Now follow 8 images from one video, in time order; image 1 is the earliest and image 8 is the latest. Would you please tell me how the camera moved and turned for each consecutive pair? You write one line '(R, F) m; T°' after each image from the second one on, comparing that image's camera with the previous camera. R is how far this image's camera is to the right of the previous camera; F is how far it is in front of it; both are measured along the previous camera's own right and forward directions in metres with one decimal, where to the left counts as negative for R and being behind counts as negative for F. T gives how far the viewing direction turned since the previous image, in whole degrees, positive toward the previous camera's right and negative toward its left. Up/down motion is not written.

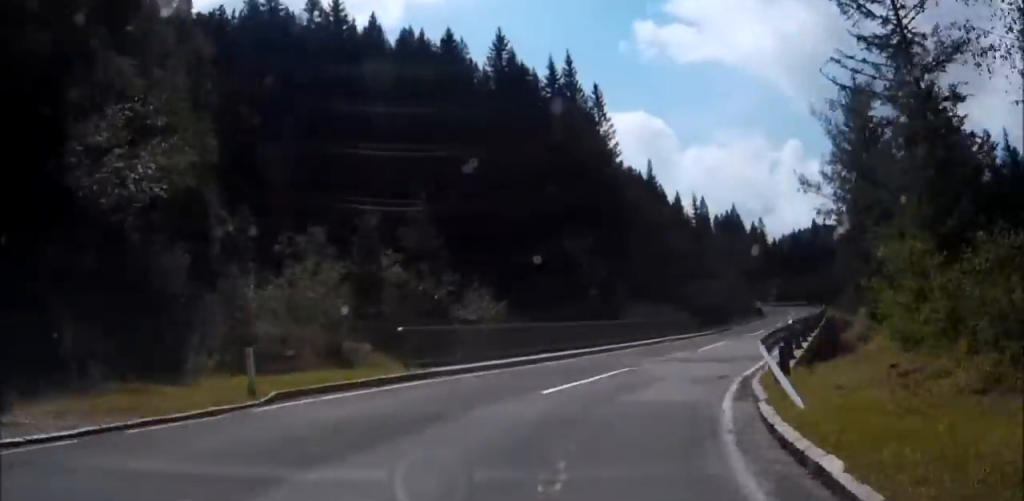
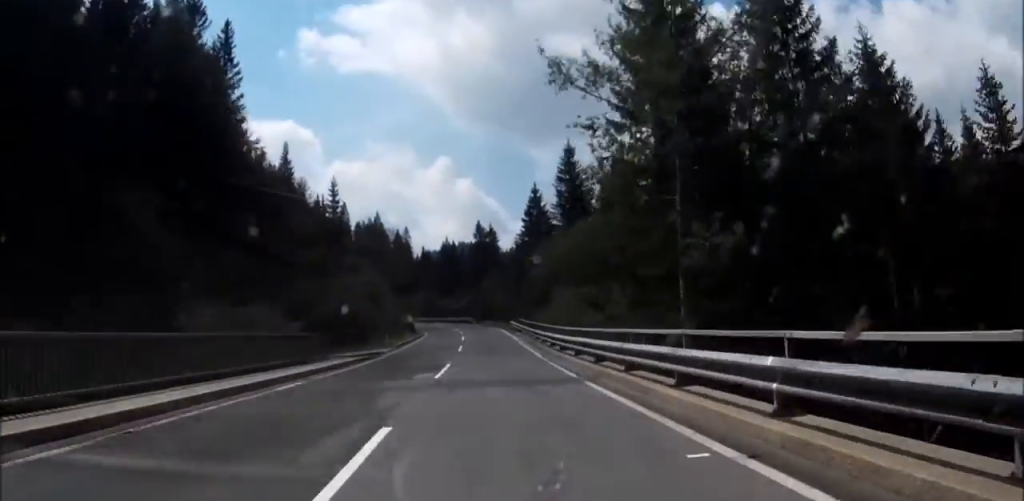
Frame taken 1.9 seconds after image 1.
(+6.5, +27.3) m; +16°
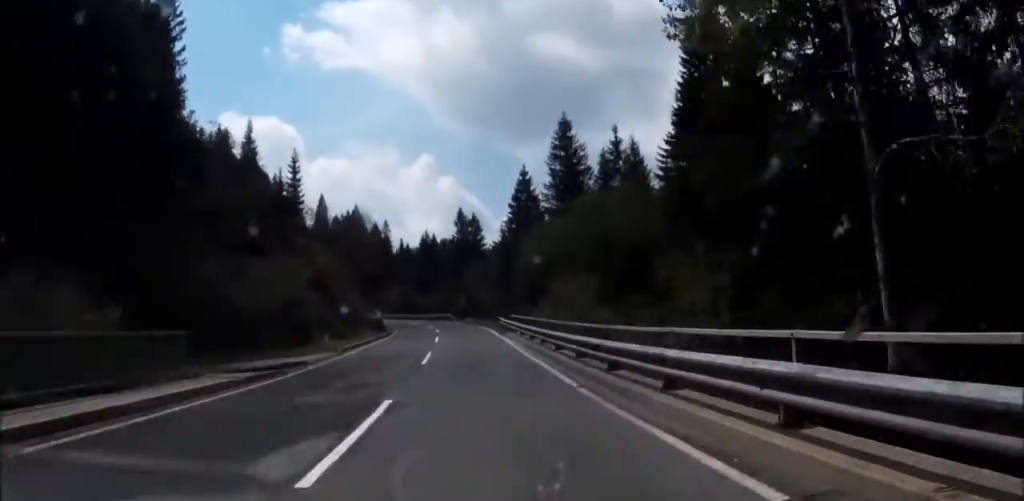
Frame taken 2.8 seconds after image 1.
(+0.9, +13.3) m; +2°
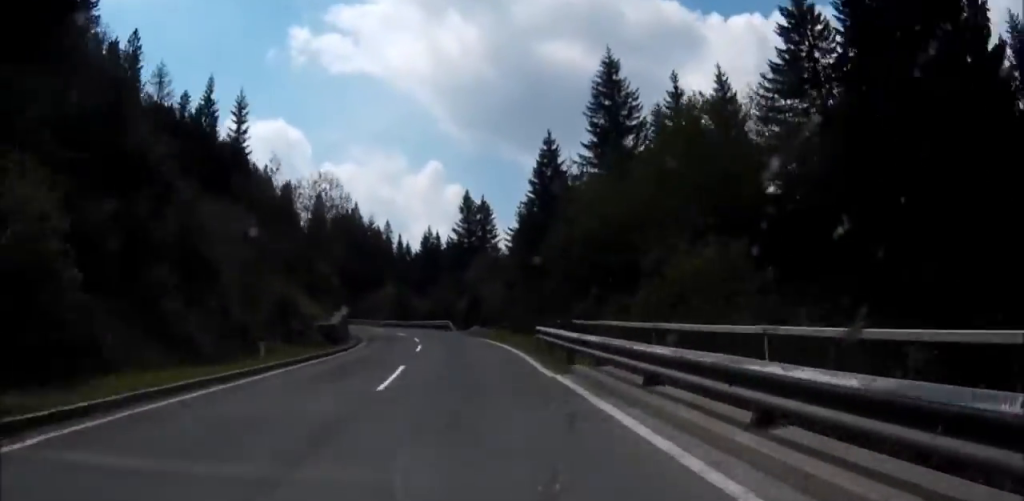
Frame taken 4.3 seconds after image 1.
(0.0, +23.8) m; -2°
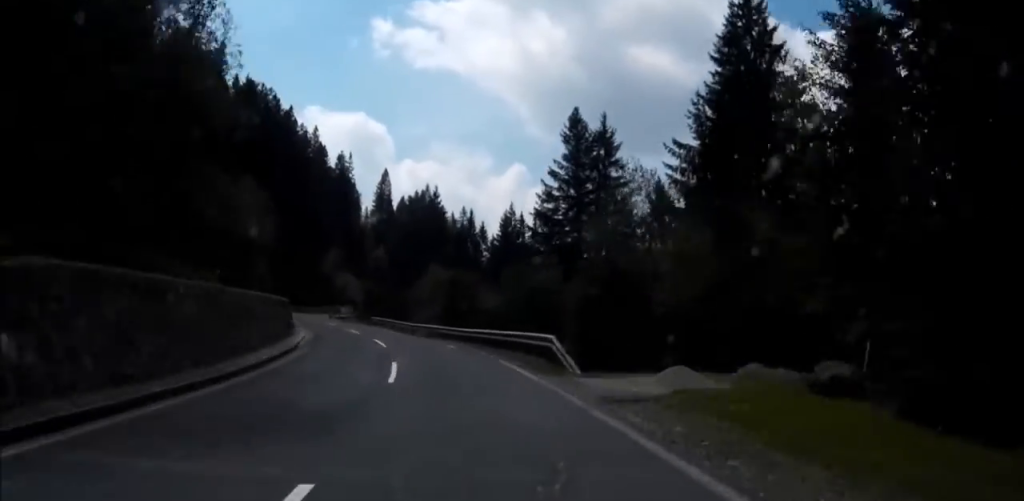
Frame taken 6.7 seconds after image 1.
(-1.9, +41.0) m; -8°
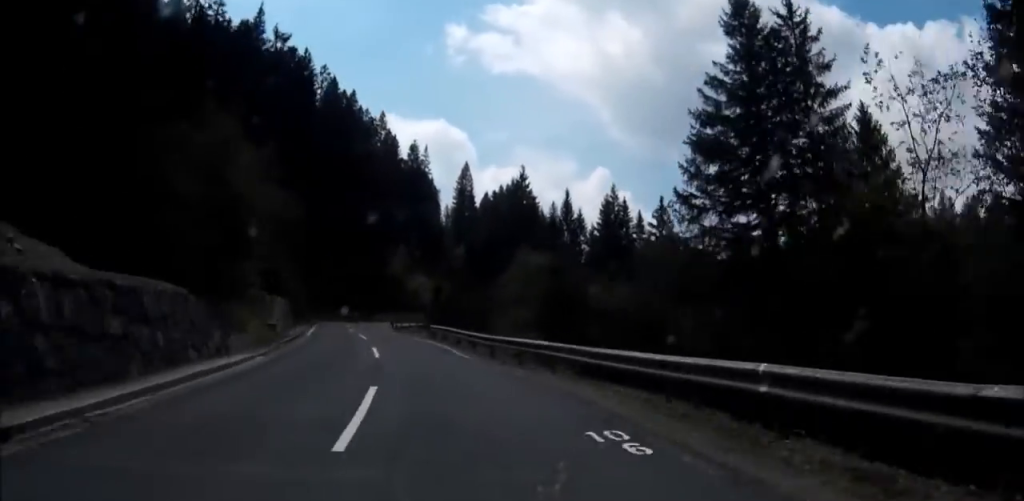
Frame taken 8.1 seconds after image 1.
(-1.5, +22.0) m; -6°
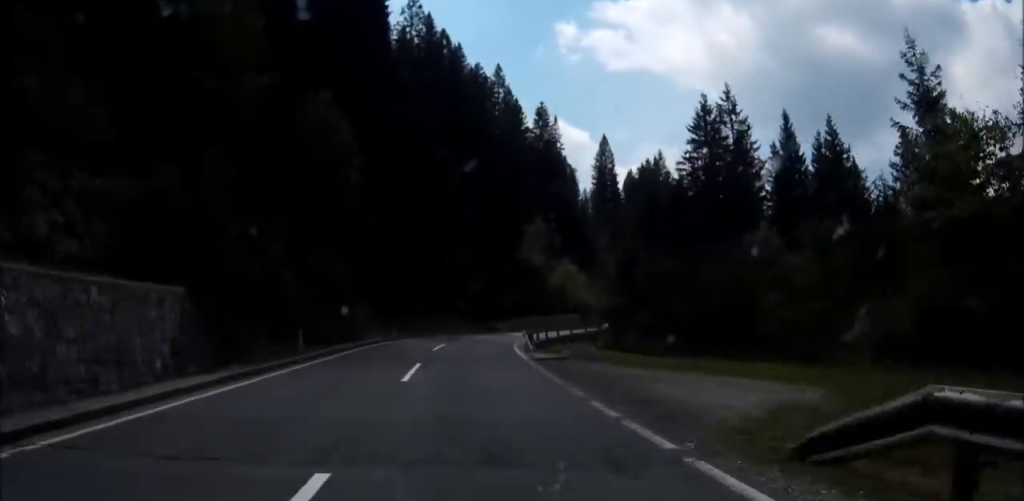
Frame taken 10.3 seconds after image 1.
(-2.9, +35.4) m; -5°
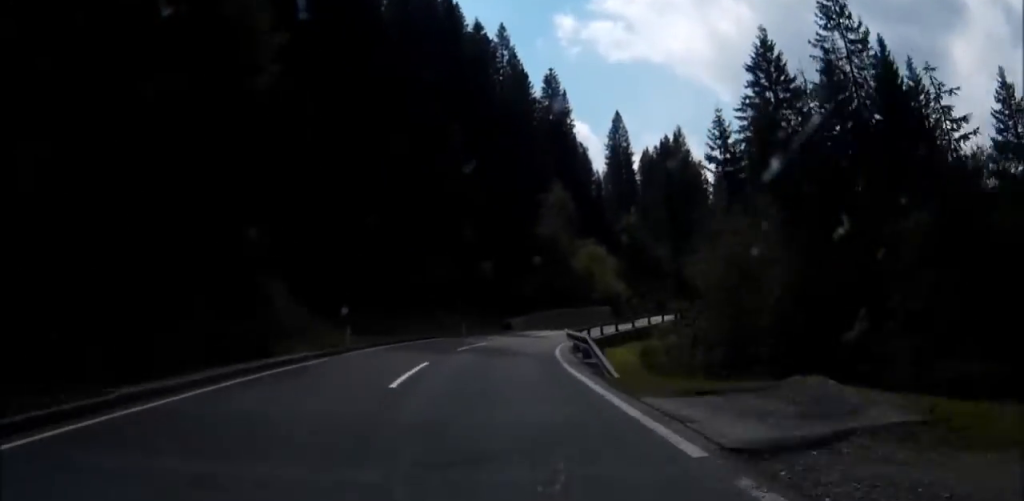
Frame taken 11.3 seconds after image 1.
(-0.6, +16.7) m; +1°
